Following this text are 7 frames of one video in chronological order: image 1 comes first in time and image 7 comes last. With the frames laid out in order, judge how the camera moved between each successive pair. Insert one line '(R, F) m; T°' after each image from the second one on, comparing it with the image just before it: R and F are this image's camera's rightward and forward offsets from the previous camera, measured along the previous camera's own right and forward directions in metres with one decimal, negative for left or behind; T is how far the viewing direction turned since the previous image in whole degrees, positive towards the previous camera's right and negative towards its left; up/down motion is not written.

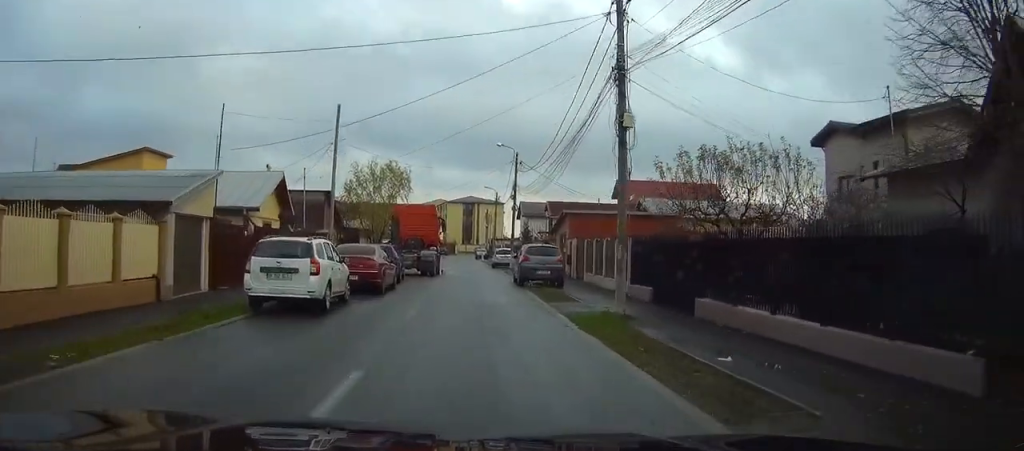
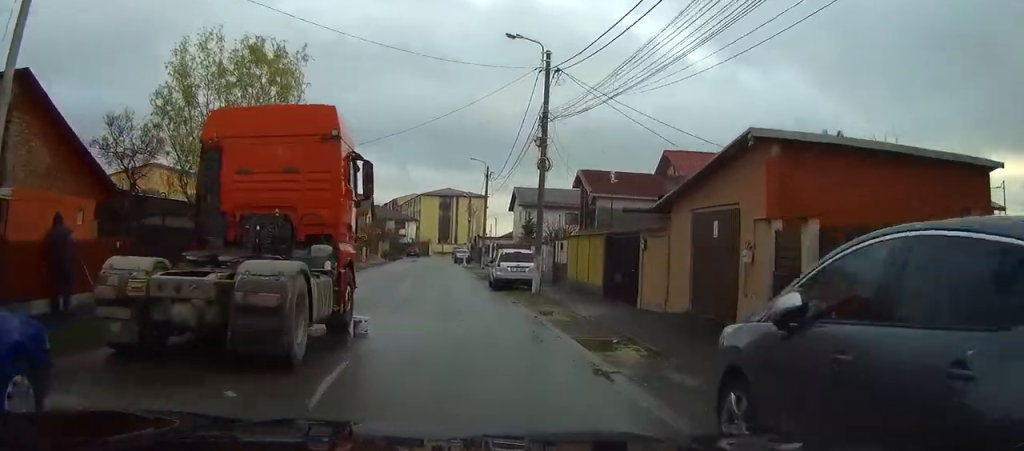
(+0.4, +27.0) m; +3°
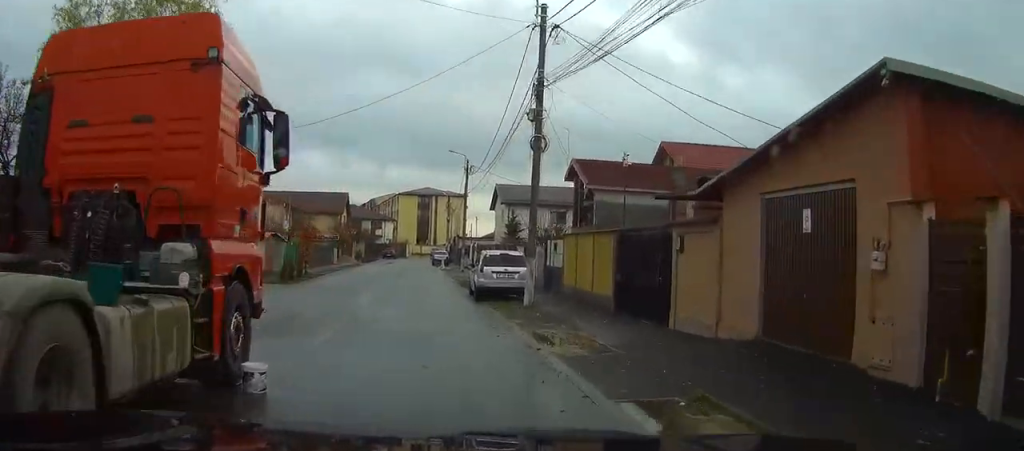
(-0.1, +5.1) m; +1°
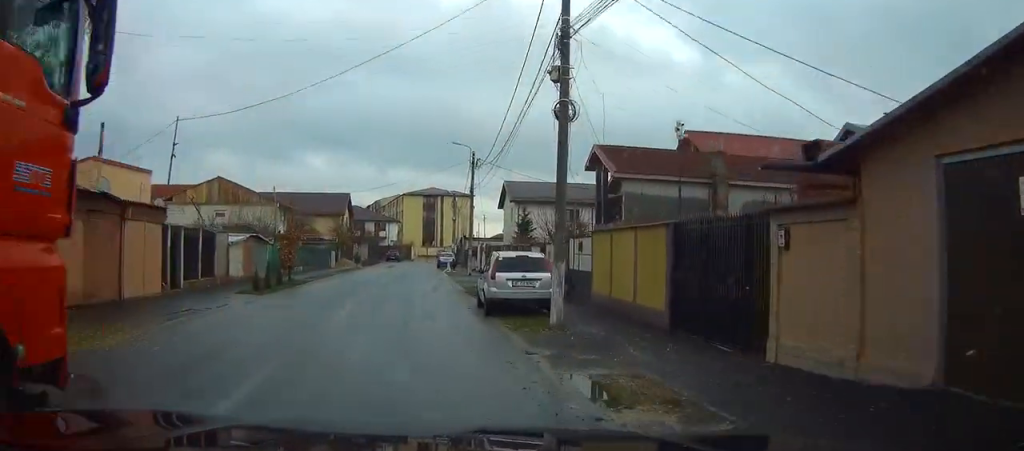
(+0.2, +4.6) m; 0°
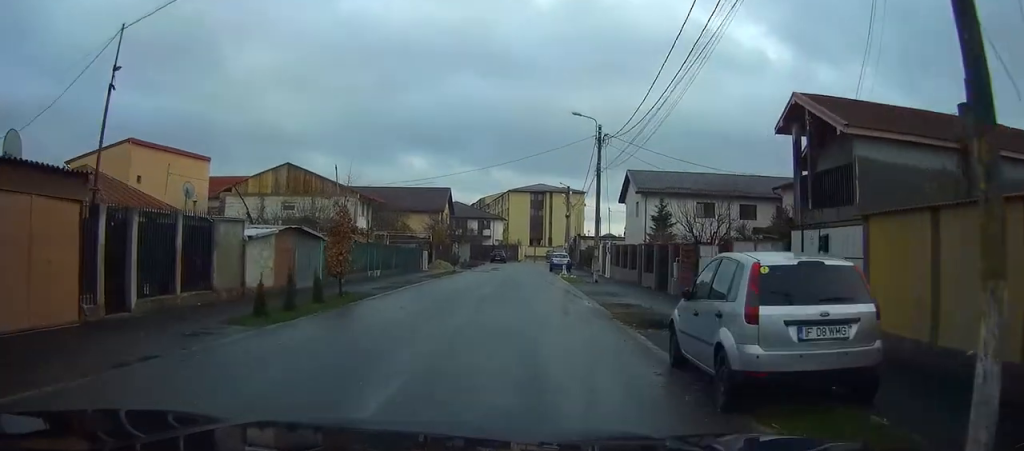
(-0.1, +9.6) m; -3°
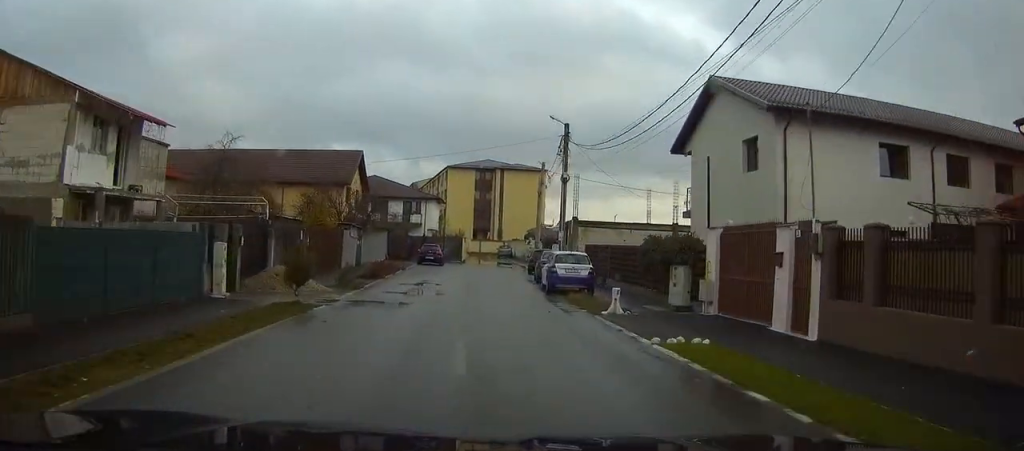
(-1.3, +30.8) m; -1°
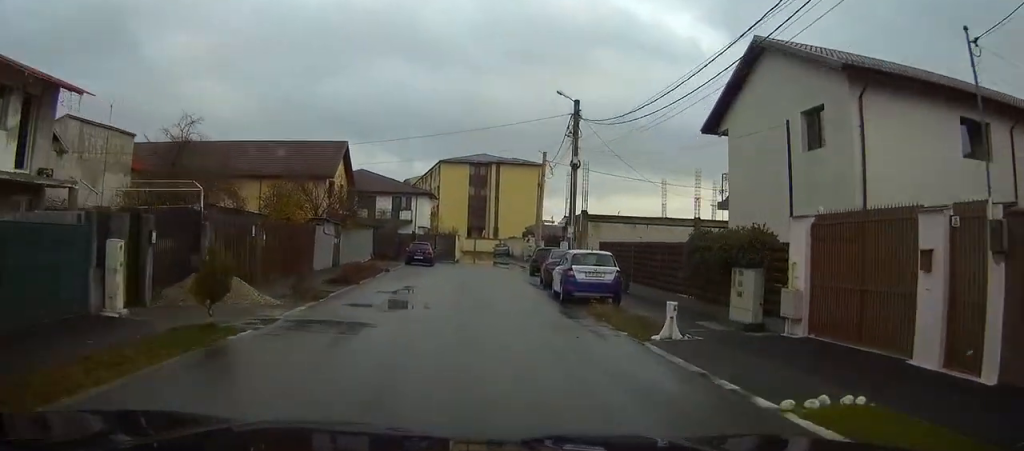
(0.0, +5.4) m; +1°
